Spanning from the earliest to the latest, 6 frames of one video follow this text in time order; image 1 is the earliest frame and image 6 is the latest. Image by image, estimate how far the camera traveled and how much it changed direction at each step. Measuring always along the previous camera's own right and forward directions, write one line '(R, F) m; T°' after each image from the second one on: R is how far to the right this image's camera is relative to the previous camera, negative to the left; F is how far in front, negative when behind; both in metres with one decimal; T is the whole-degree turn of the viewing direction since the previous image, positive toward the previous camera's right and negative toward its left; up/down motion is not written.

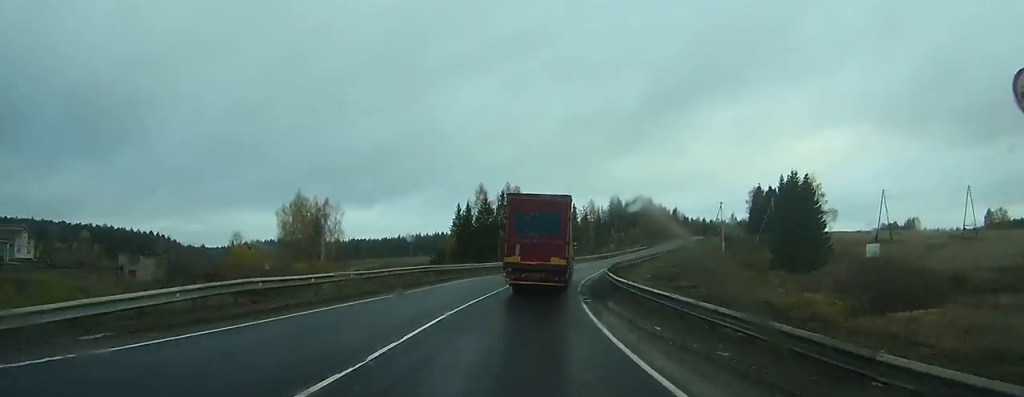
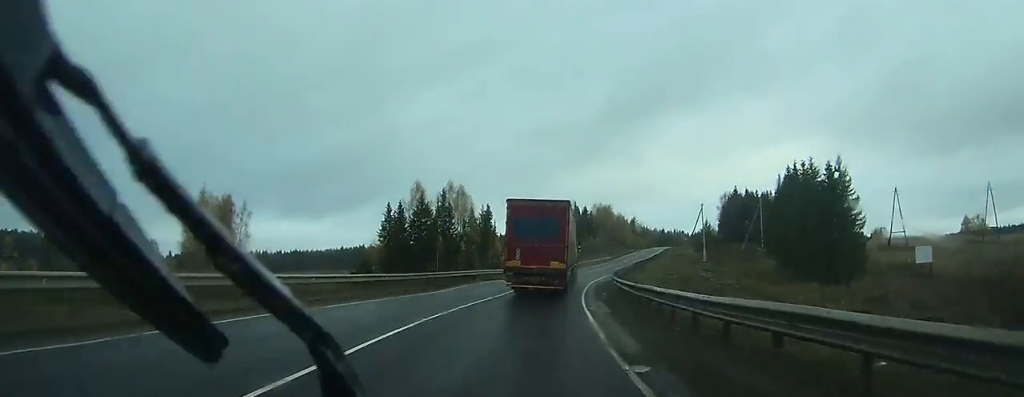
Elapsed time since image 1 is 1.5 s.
(+0.5, +23.3) m; +4°
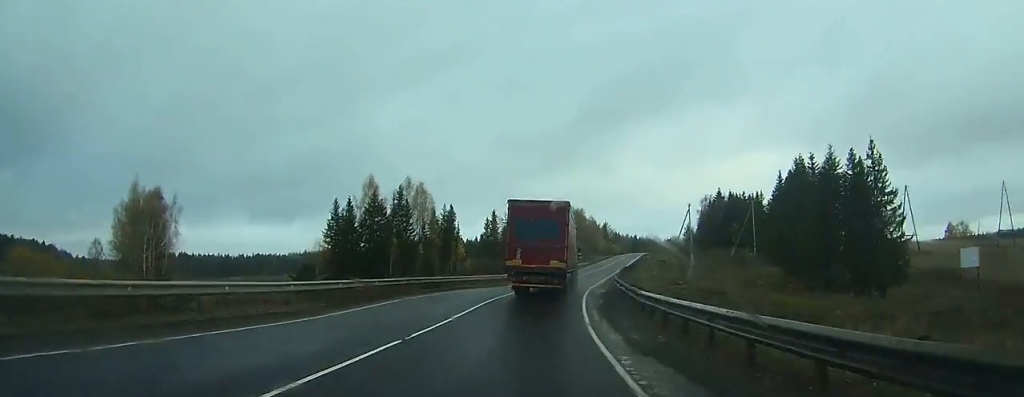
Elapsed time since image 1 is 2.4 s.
(+0.5, +13.5) m; +3°
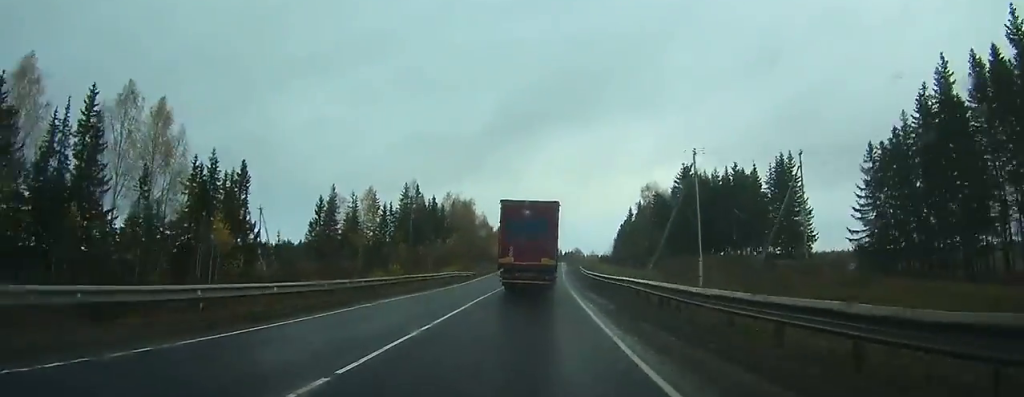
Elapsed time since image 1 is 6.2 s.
(+6.5, +60.0) m; +10°
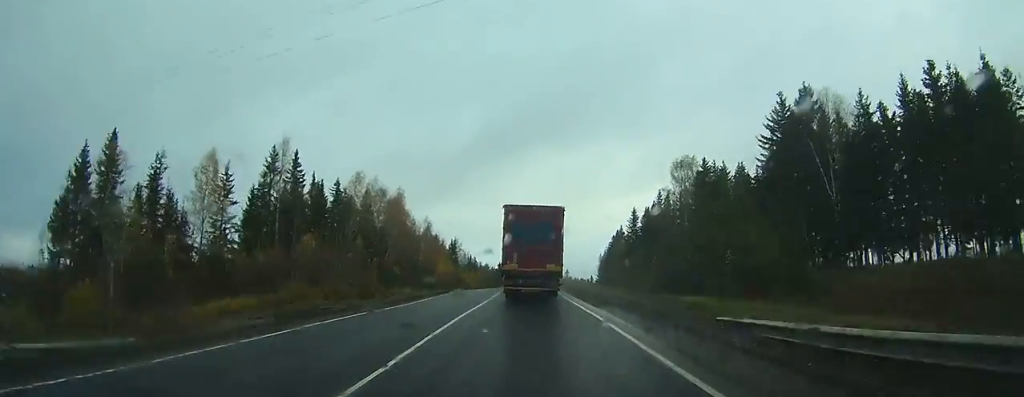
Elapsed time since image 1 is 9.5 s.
(+2.3, +52.7) m; +4°
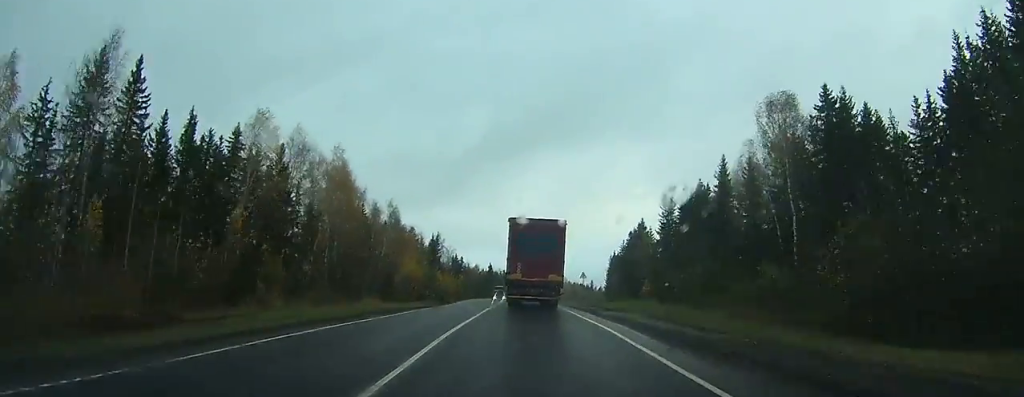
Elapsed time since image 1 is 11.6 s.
(+0.5, +33.9) m; +1°
